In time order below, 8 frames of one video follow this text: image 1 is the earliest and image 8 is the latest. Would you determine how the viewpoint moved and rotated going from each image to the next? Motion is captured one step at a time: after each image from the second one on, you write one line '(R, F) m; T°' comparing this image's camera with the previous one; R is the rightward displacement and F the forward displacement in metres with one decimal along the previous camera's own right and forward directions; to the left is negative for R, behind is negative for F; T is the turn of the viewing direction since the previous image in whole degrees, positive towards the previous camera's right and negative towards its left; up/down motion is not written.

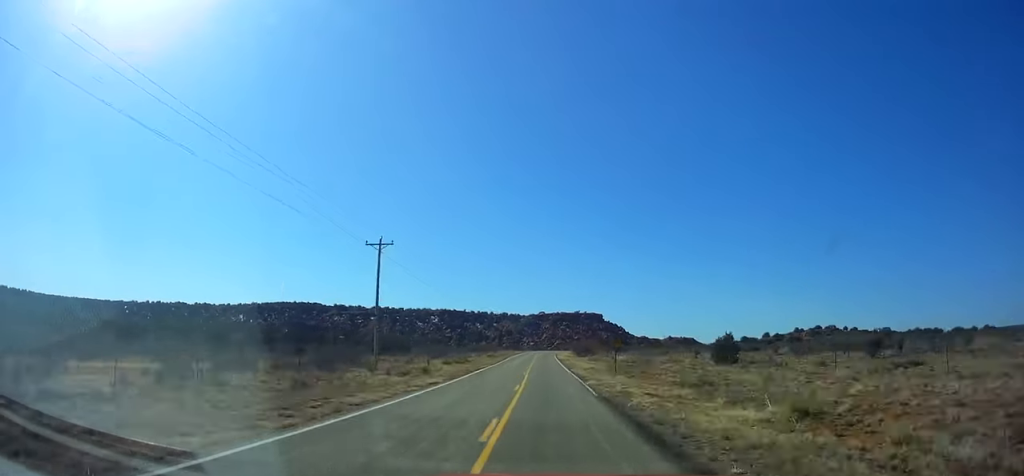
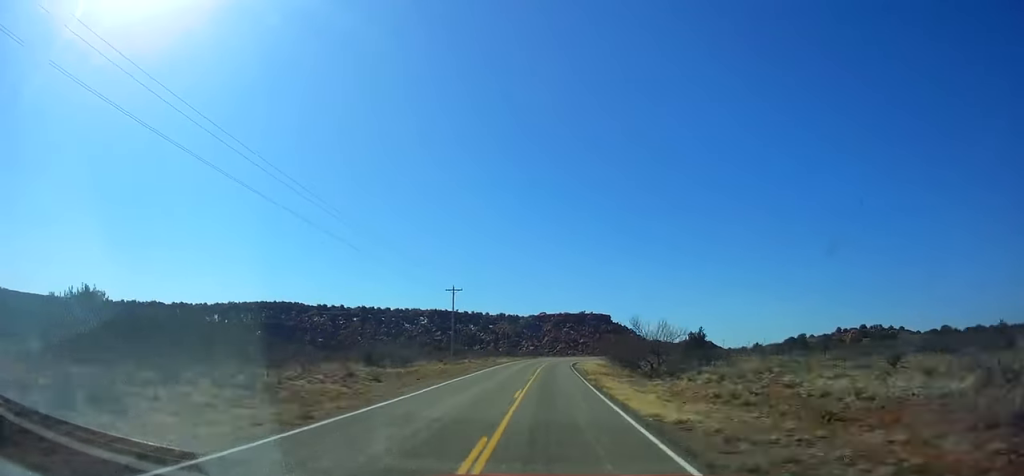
(+0.3, +64.8) m; +1°
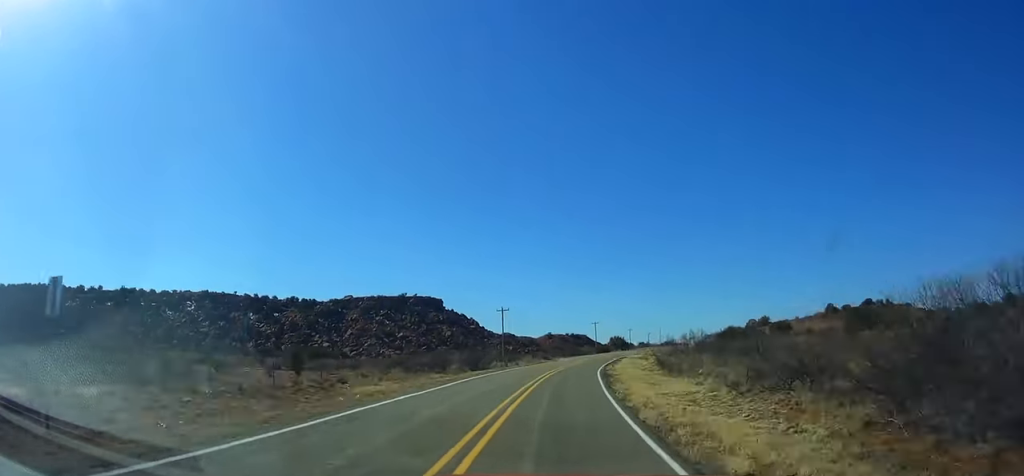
(+15.9, +163.5) m; +16°
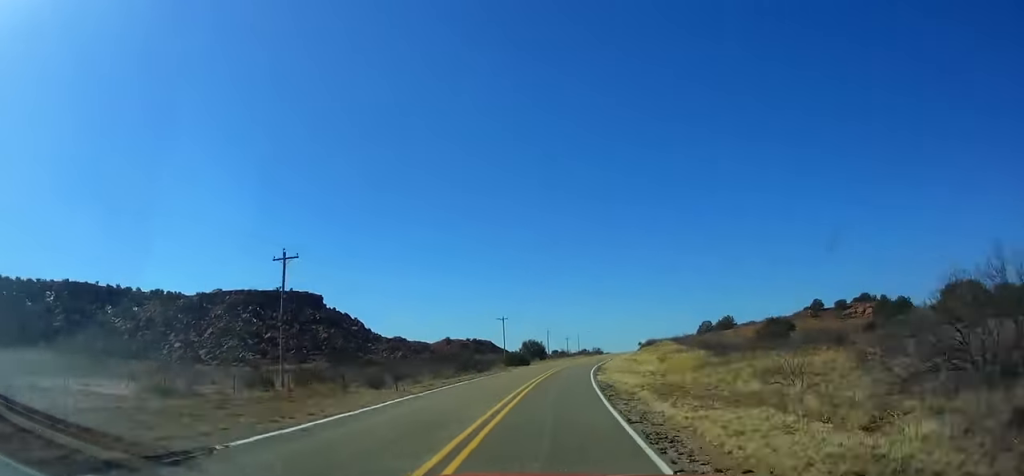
(+5.5, +60.9) m; +8°
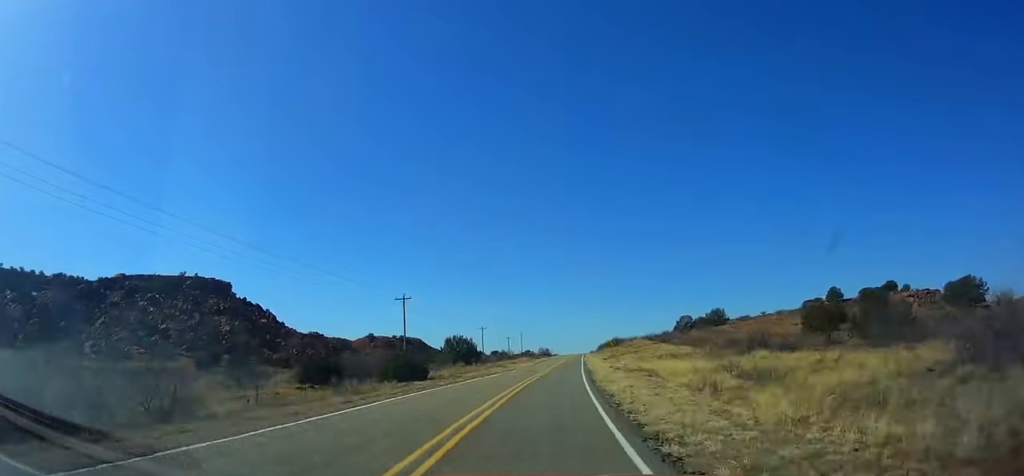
(+0.9, +44.2) m; +5°
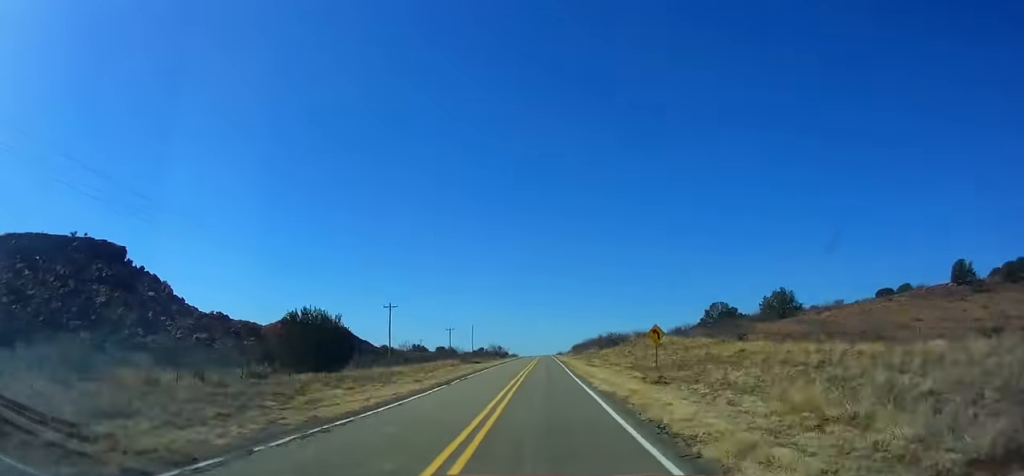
(+4.4, +60.0) m; +3°
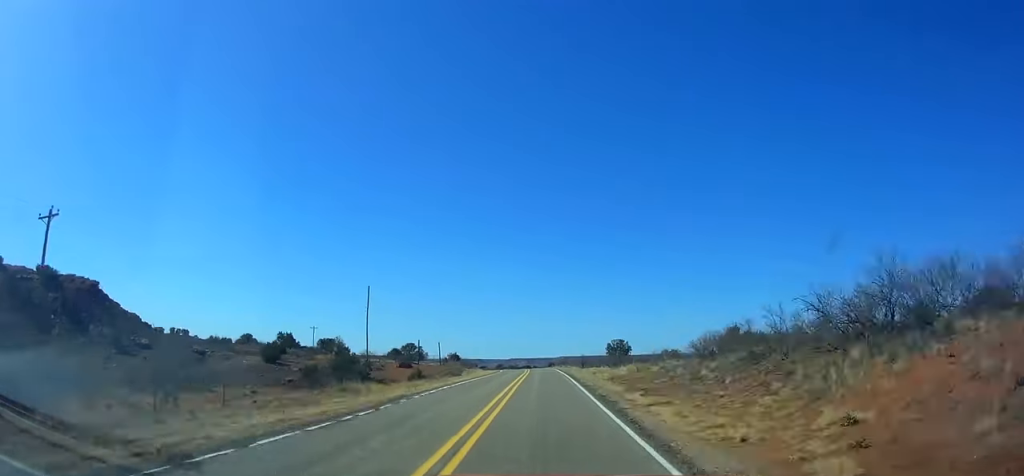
(+5.1, +139.9) m; +2°
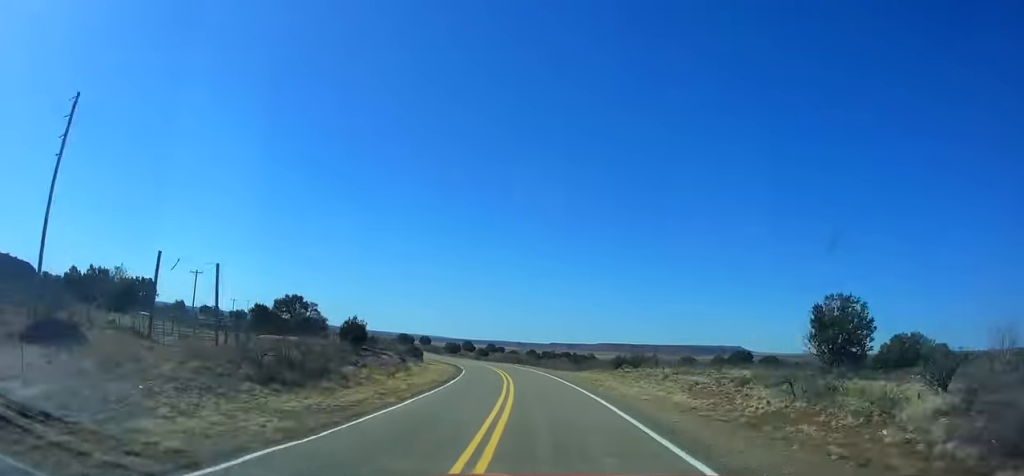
(+0.7, +76.2) m; -4°
